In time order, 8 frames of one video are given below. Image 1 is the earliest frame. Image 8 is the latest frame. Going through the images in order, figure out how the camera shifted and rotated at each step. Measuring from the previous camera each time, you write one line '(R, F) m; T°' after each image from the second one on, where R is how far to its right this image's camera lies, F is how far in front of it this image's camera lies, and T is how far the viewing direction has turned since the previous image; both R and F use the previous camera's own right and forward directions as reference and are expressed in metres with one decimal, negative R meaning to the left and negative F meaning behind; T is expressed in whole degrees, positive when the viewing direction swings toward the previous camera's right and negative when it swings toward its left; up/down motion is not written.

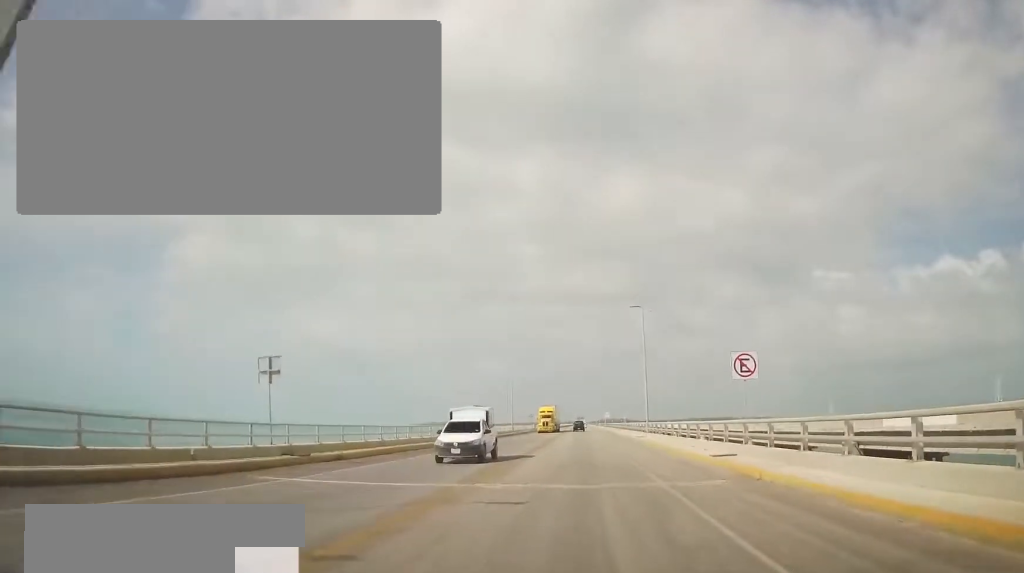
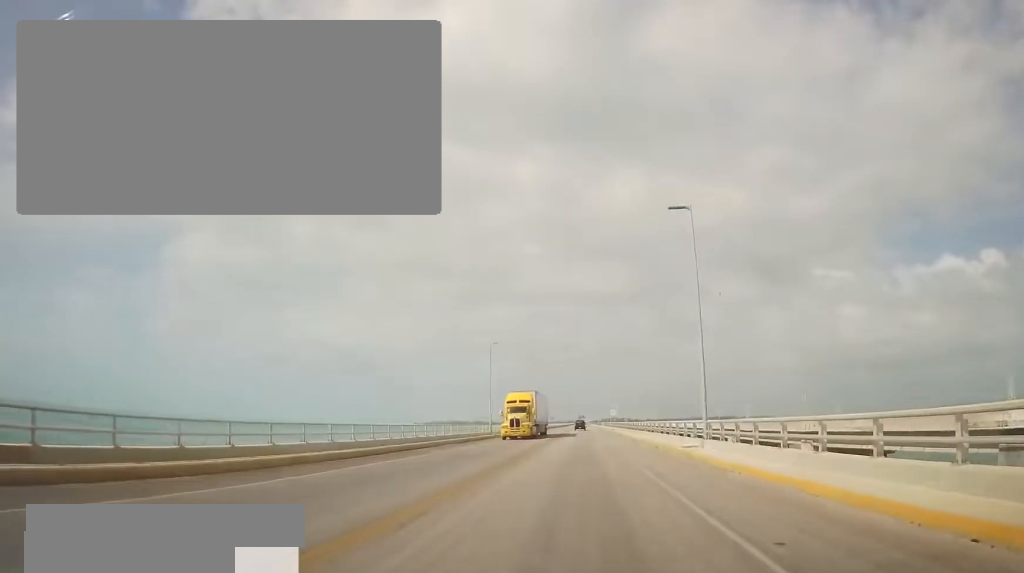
(-0.4, +20.6) m; -1°
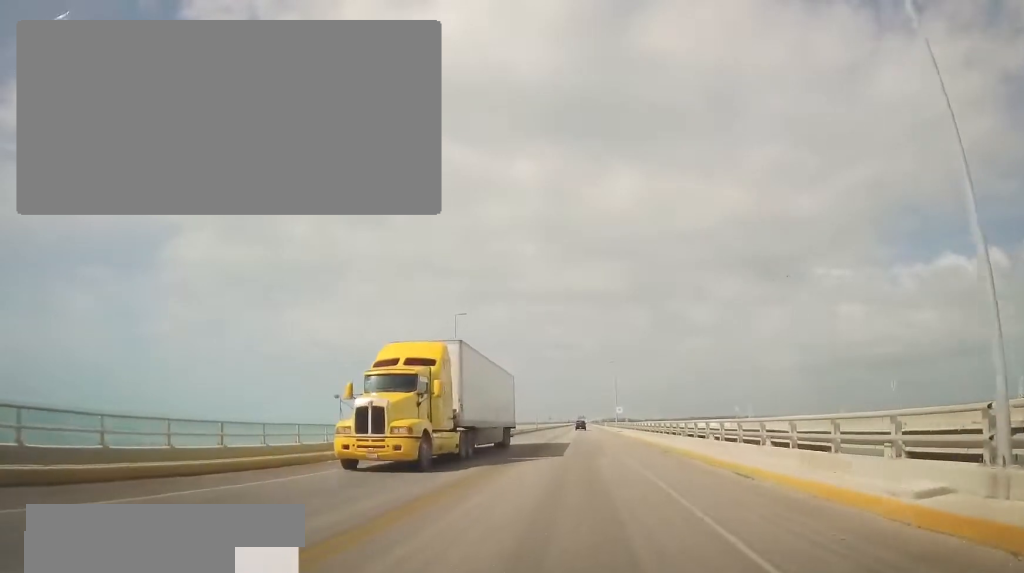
(-0.1, +17.4) m; 0°
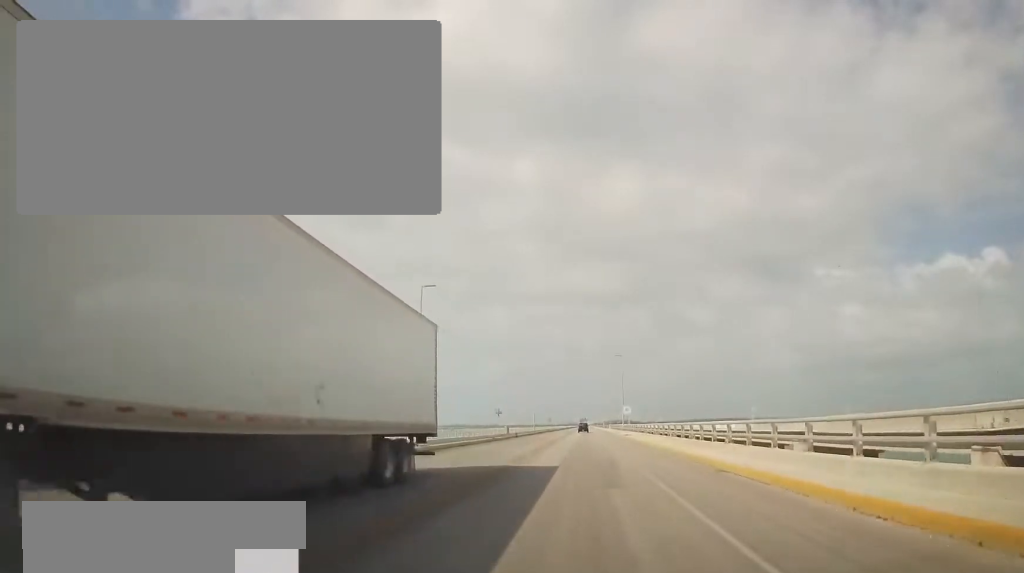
(-0.1, +10.6) m; +1°
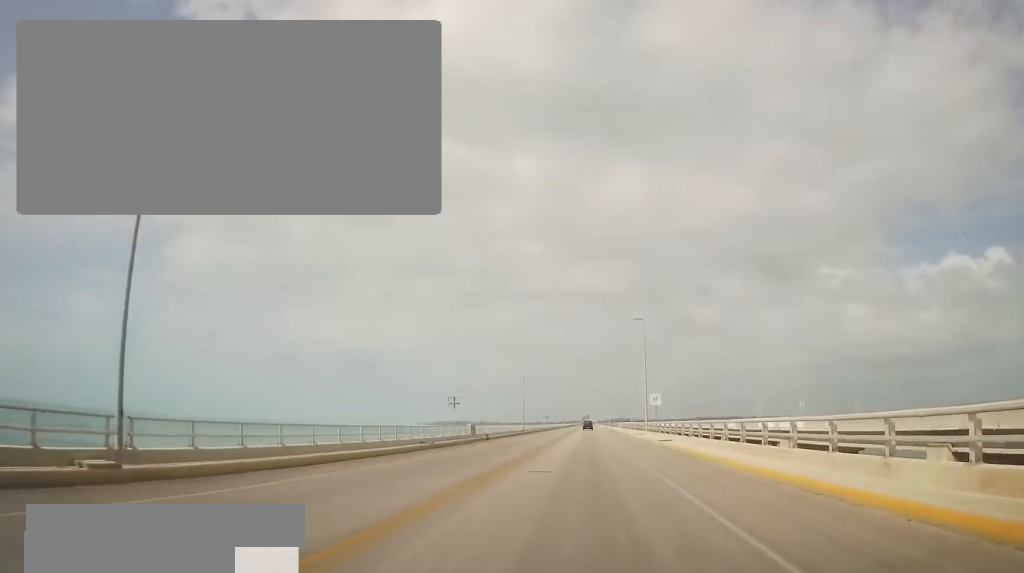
(+0.2, +25.2) m; -1°
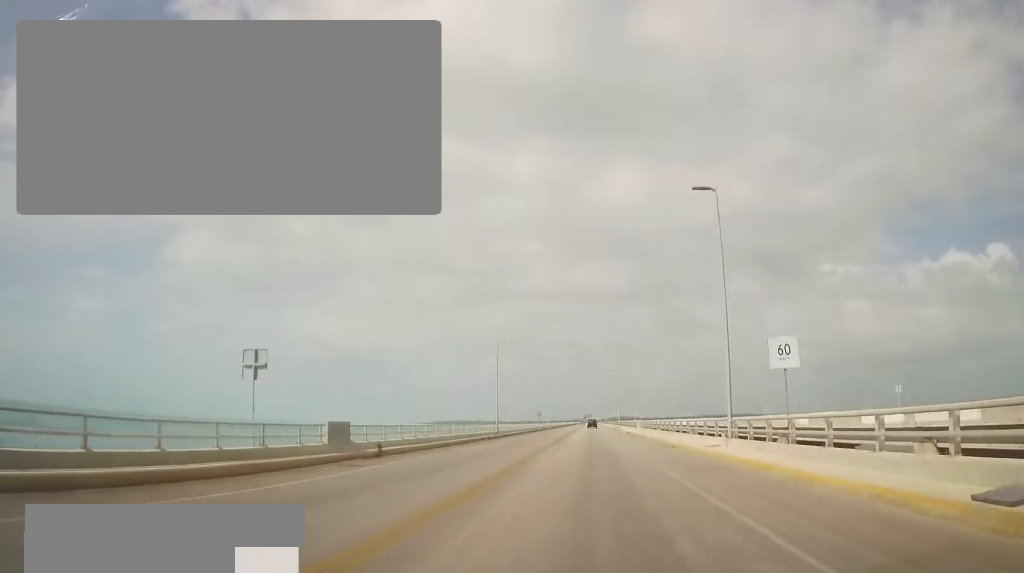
(-0.3, +28.2) m; 0°
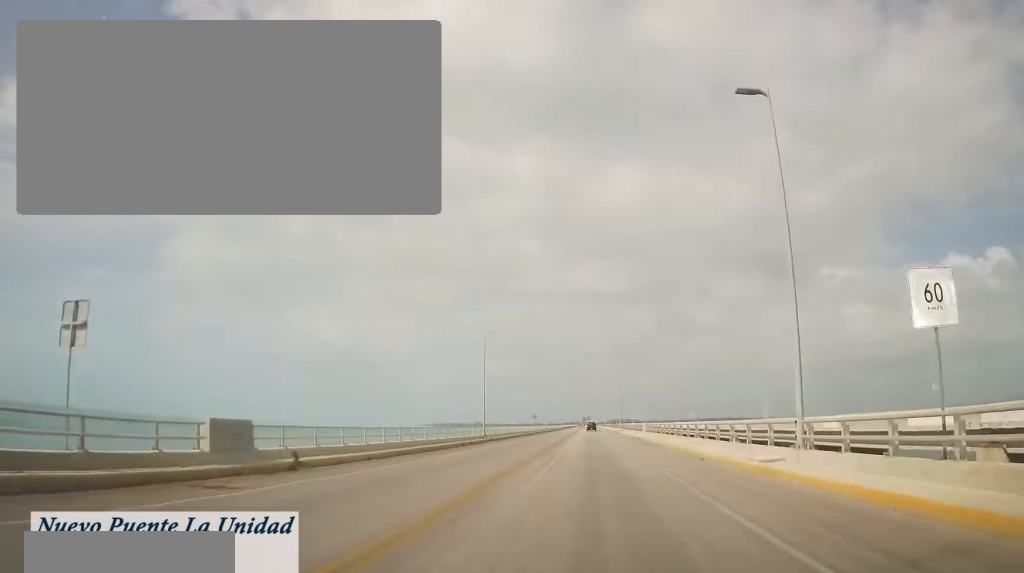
(+0.1, +7.3) m; 0°
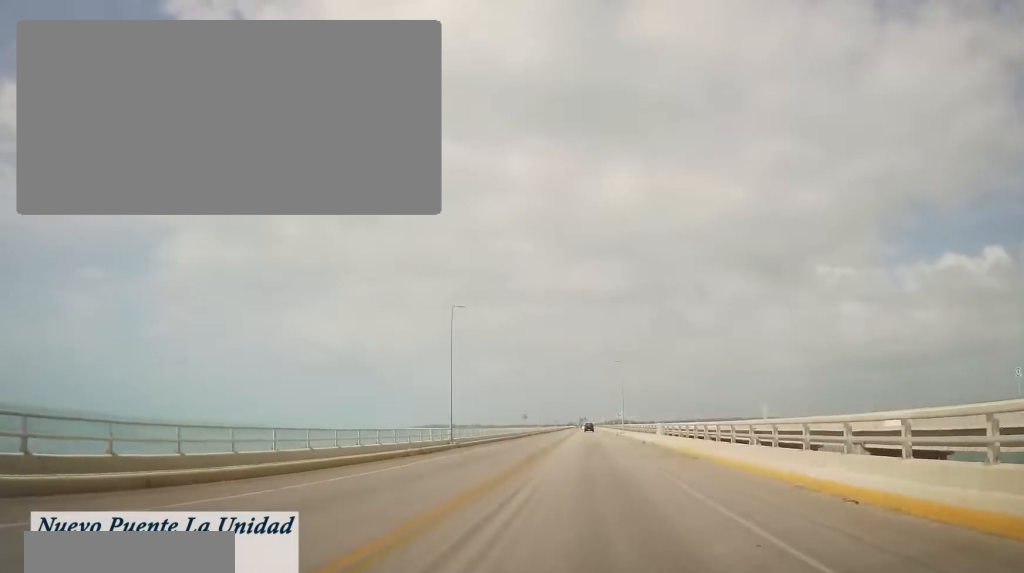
(0.0, +12.5) m; +1°
